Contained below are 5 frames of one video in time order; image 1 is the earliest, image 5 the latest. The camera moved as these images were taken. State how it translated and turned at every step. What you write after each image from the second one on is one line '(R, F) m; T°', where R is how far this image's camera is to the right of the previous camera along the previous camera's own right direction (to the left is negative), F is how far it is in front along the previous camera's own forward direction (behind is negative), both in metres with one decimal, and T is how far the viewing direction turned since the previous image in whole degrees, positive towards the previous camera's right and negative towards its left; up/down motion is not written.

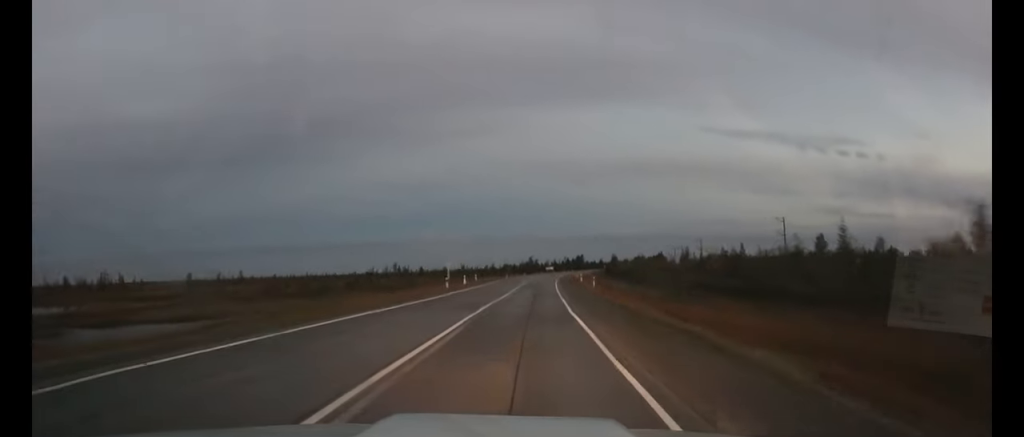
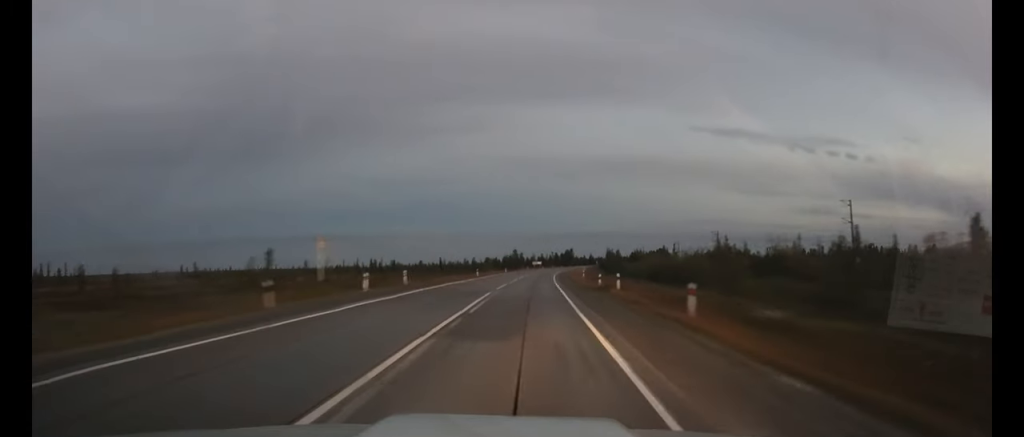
(+0.3, +34.5) m; +1°
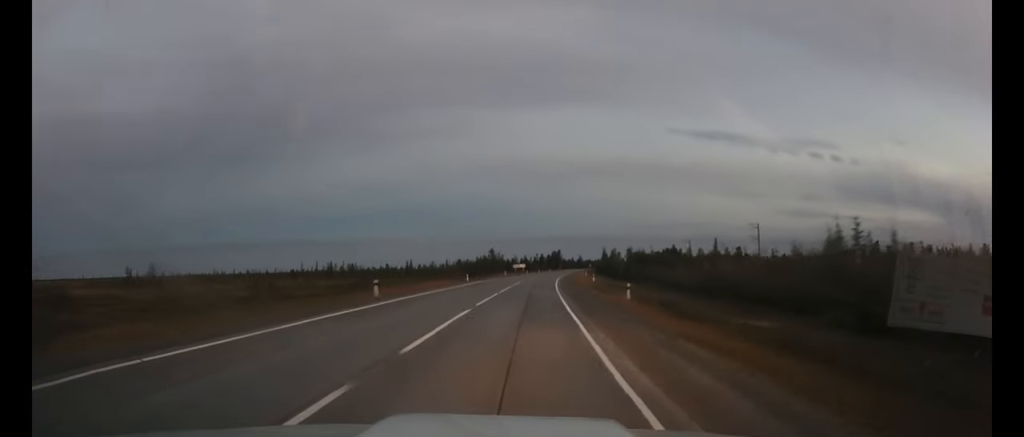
(+0.8, +45.5) m; +2°
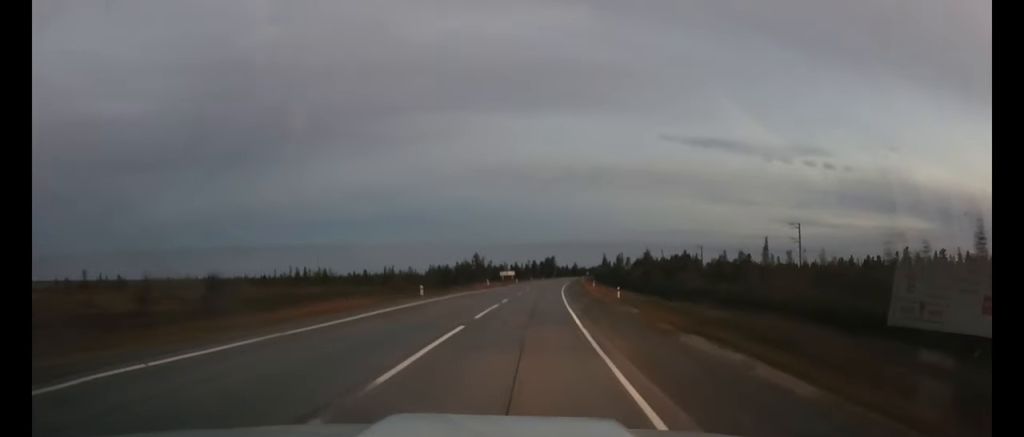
(+0.2, +26.4) m; +1°
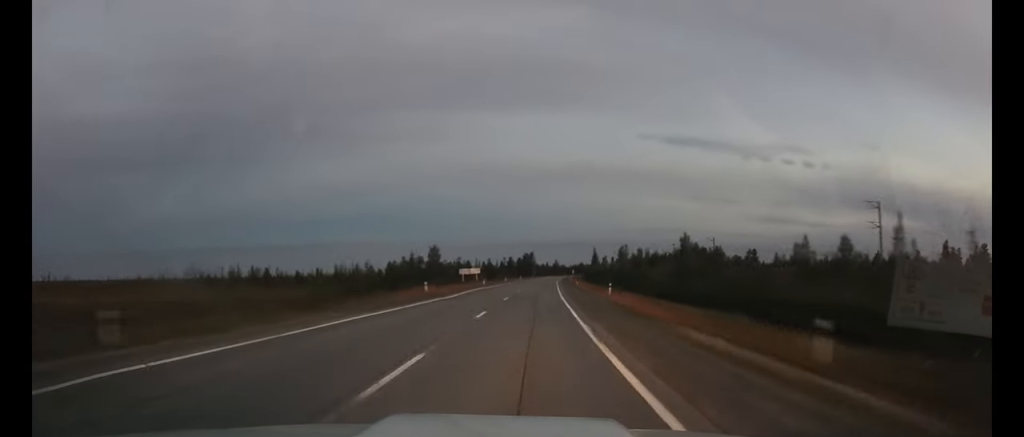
(+0.4, +35.6) m; +2°
